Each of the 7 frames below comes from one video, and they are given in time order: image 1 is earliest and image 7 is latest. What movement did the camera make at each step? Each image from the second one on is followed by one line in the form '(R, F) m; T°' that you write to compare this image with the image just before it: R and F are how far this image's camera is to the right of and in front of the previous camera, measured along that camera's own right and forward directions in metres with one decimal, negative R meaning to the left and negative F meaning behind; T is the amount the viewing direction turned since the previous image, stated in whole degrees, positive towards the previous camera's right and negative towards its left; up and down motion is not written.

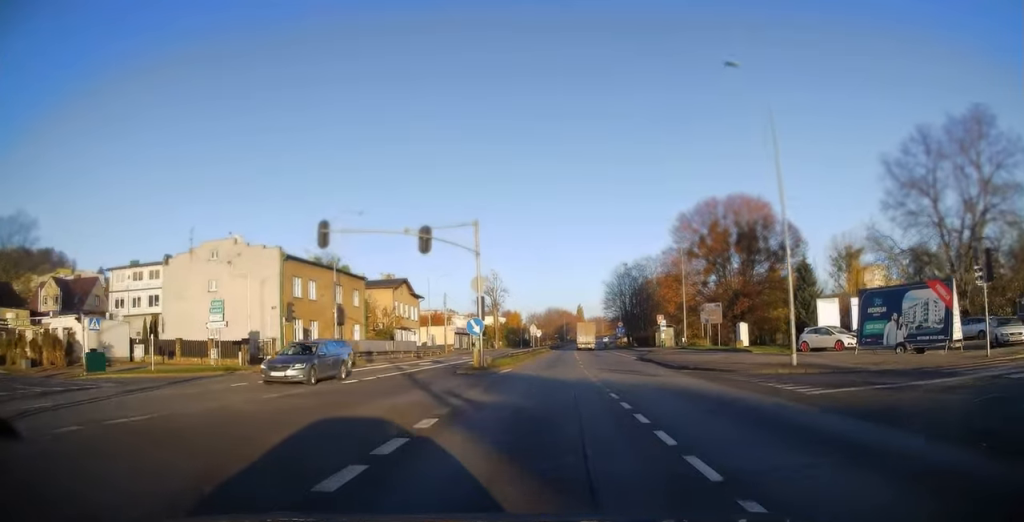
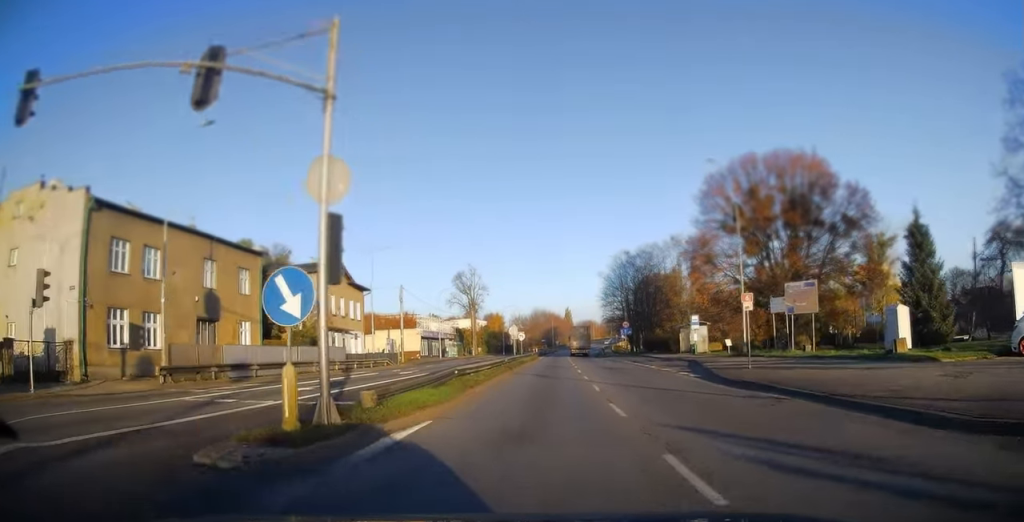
(+0.3, +19.1) m; +1°
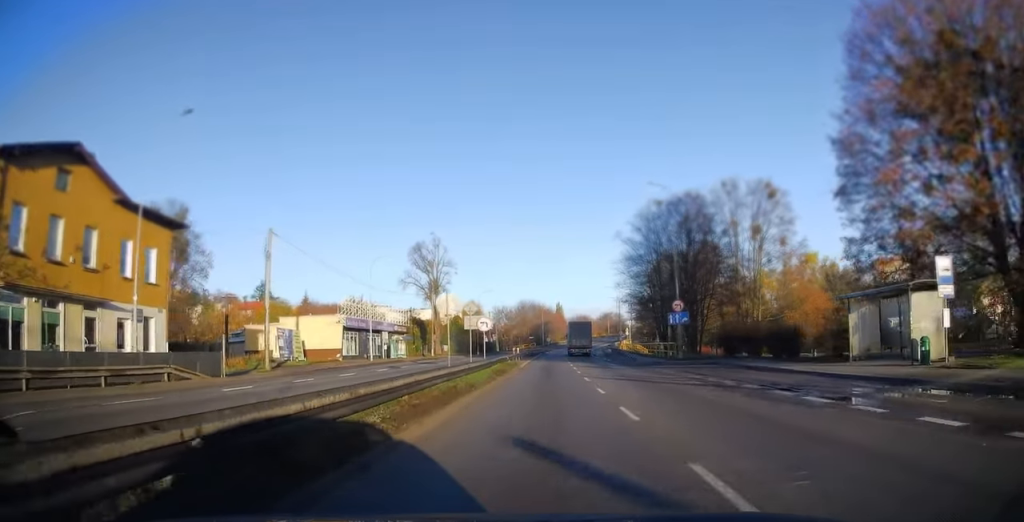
(+0.2, +31.5) m; +1°
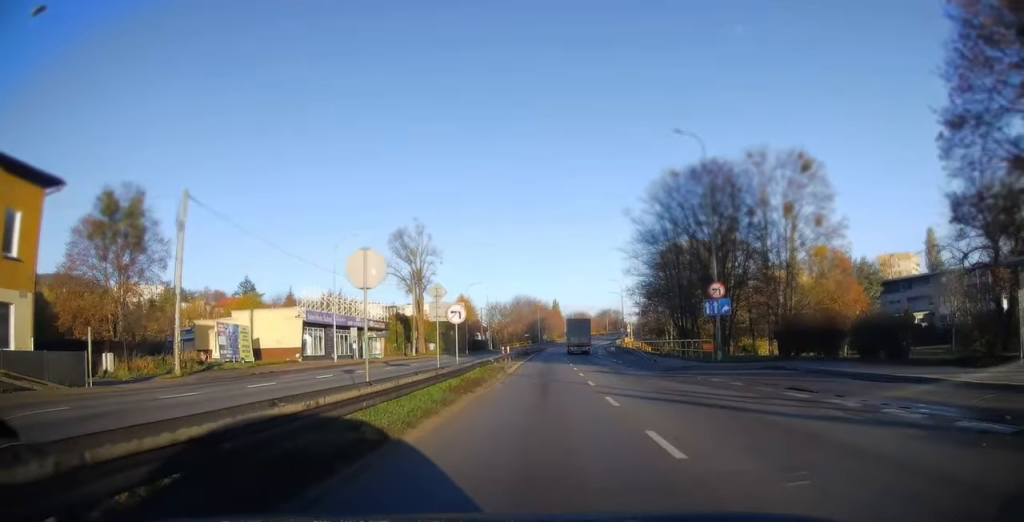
(-0.1, +9.4) m; 0°
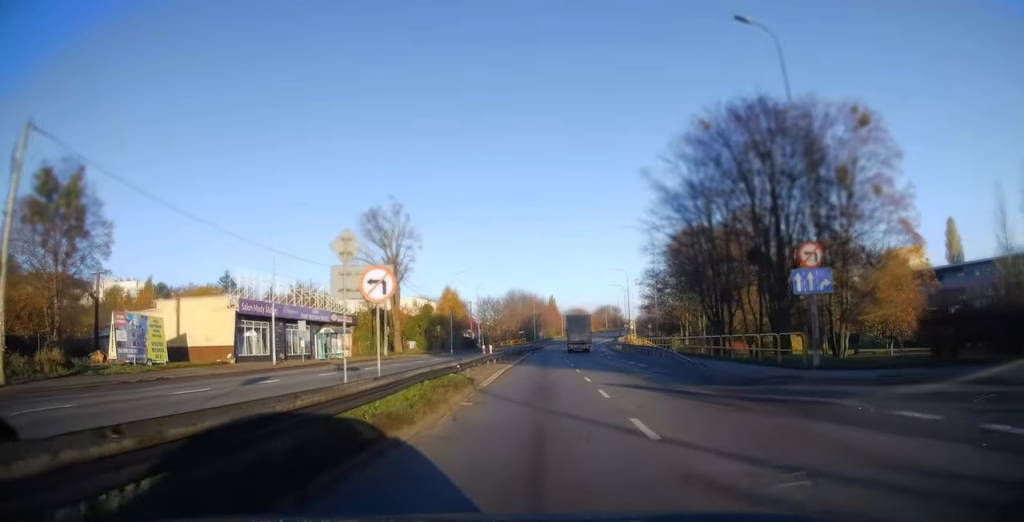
(0.0, +11.0) m; 0°
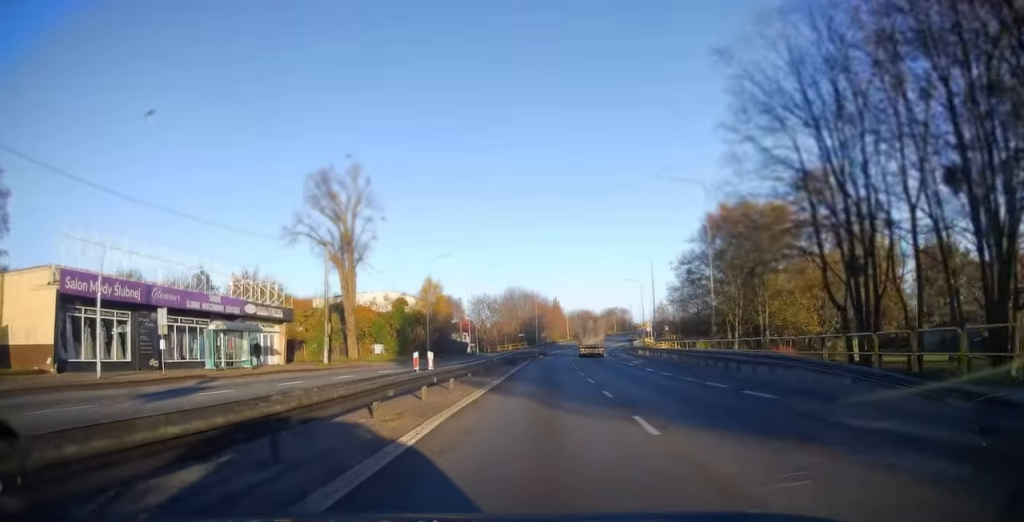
(+0.1, +17.5) m; 0°
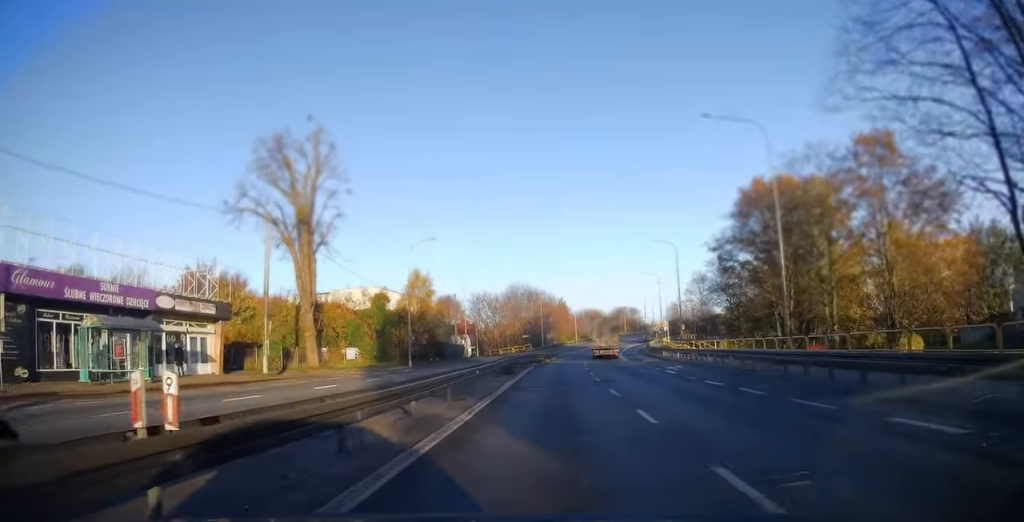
(-0.1, +10.6) m; 0°
